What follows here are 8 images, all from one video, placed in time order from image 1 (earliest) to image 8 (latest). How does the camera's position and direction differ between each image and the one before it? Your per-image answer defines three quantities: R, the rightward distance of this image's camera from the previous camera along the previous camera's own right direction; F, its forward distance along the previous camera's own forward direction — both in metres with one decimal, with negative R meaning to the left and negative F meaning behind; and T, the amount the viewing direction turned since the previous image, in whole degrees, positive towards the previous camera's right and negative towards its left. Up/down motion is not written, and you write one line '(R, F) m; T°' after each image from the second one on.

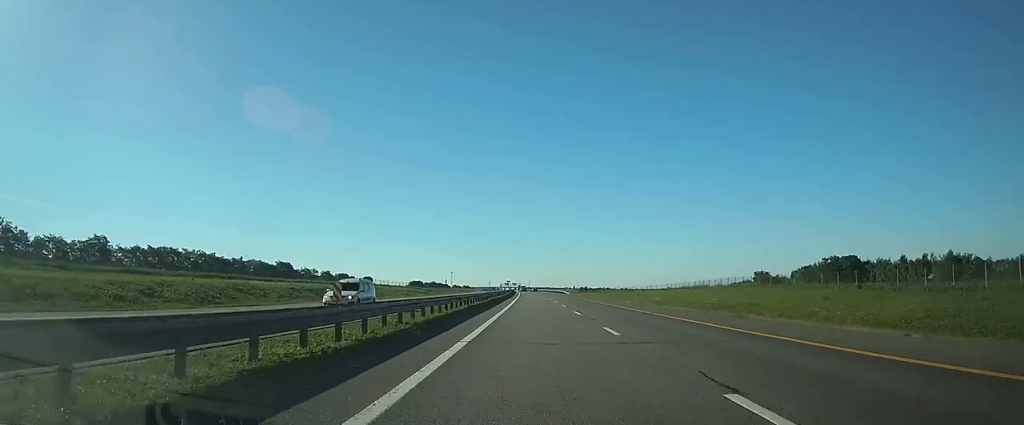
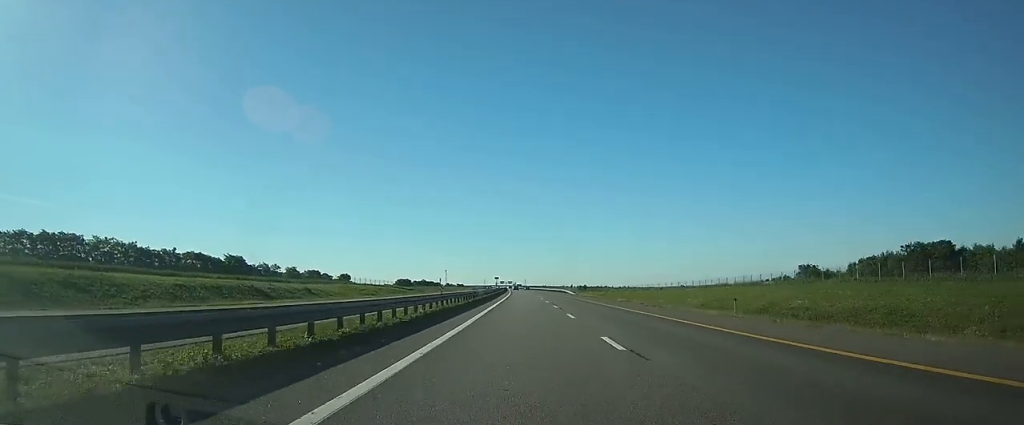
(0.0, +28.4) m; 0°
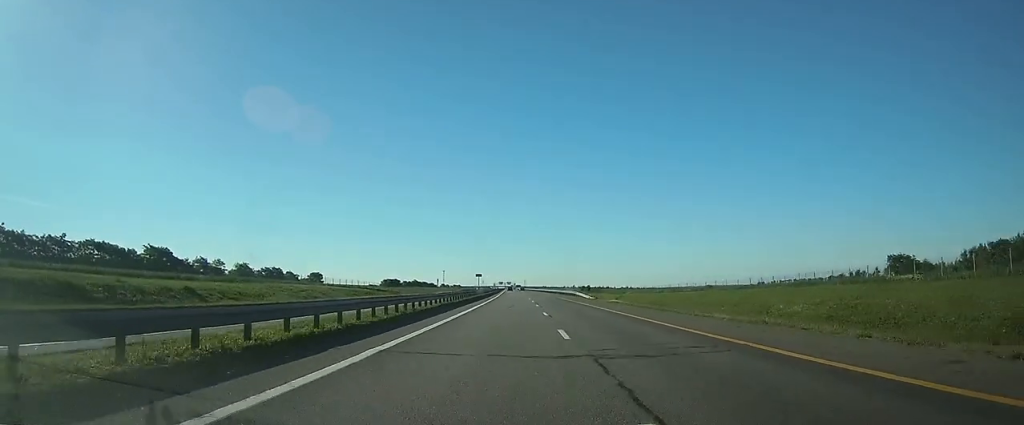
(+0.1, +33.4) m; 0°
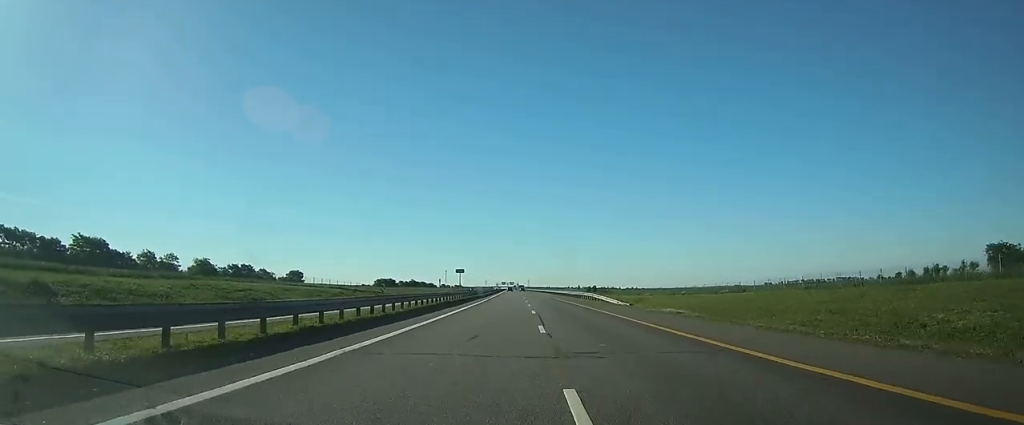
(0.0, +22.2) m; 0°
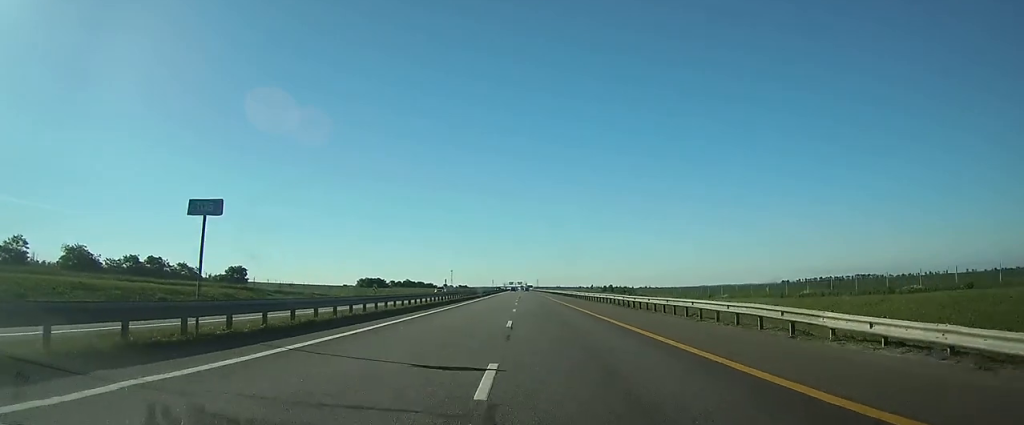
(-0.2, +46.2) m; -1°
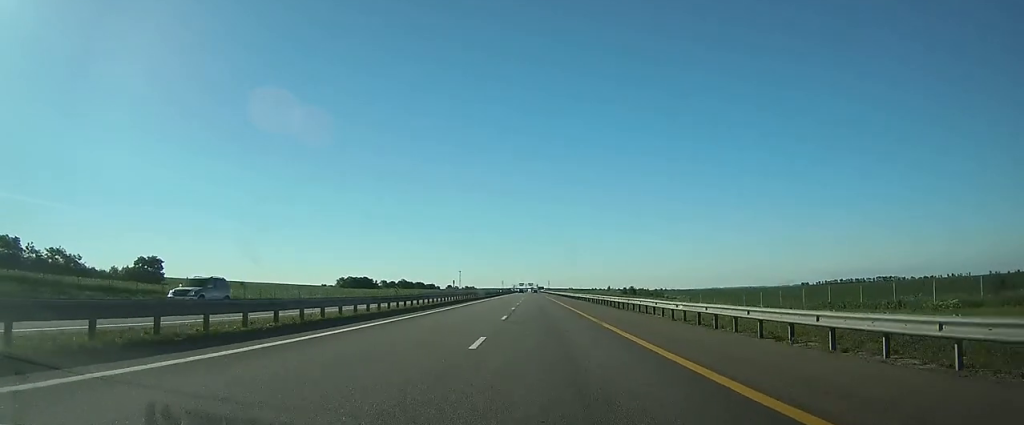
(-0.5, +42.8) m; -1°
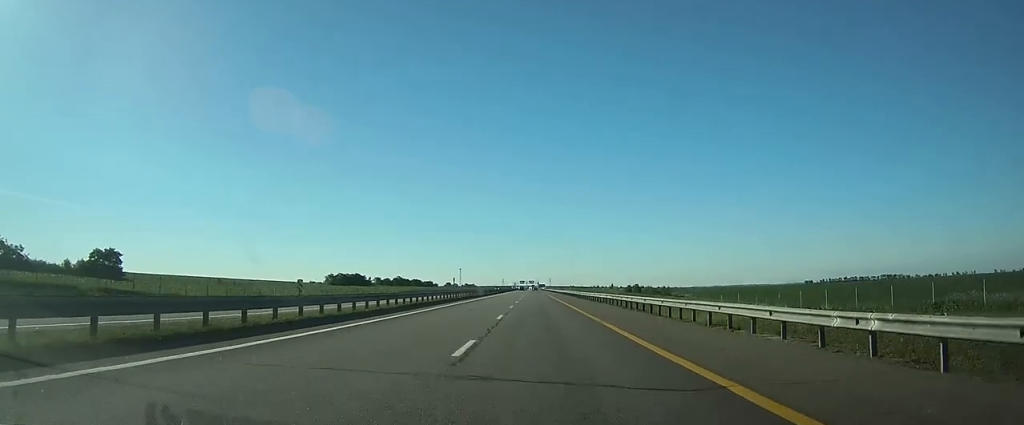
(0.0, +13.9) m; 0°
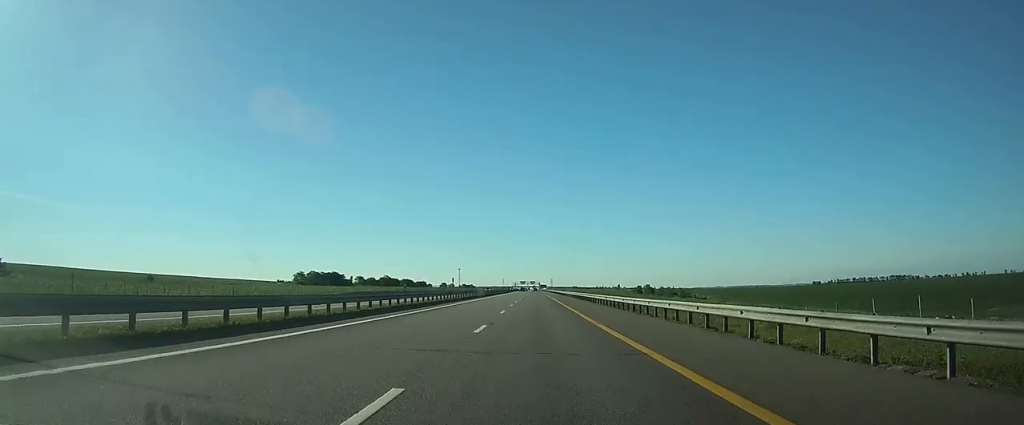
(-0.1, +30.7) m; 0°
